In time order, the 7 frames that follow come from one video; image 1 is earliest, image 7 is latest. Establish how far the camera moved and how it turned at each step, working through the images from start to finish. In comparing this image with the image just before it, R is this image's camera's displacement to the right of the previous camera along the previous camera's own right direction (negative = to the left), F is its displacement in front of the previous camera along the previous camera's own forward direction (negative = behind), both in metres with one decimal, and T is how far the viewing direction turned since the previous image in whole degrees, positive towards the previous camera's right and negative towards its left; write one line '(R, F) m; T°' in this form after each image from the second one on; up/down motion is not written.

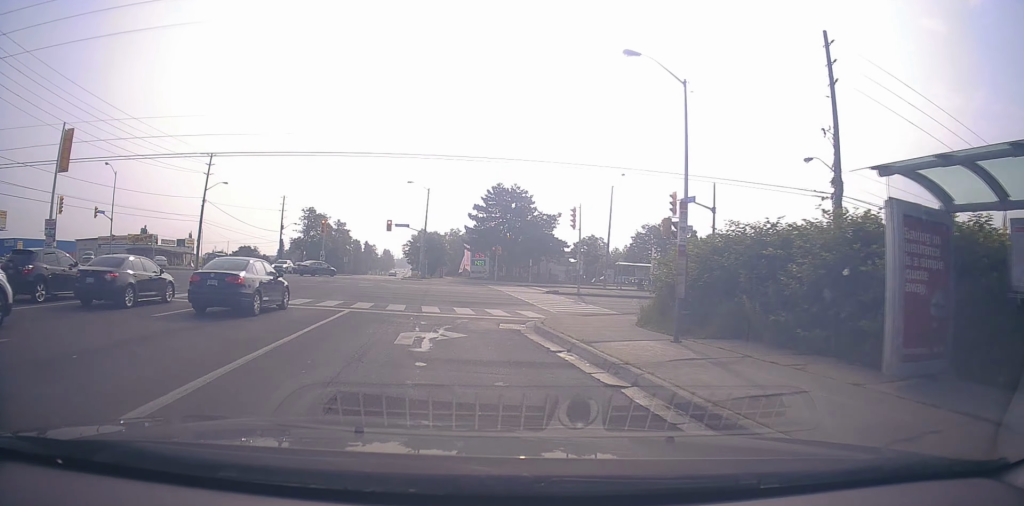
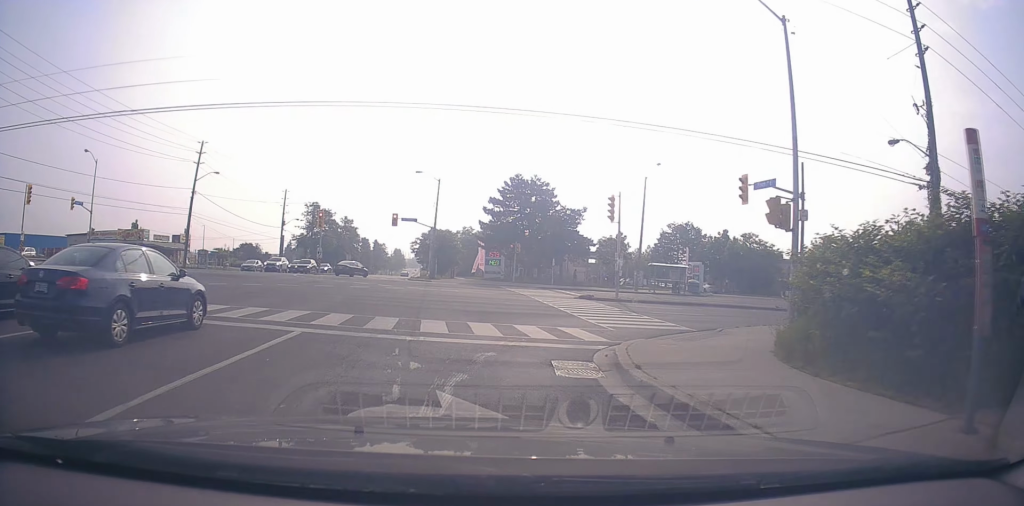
(-0.2, +6.3) m; 0°
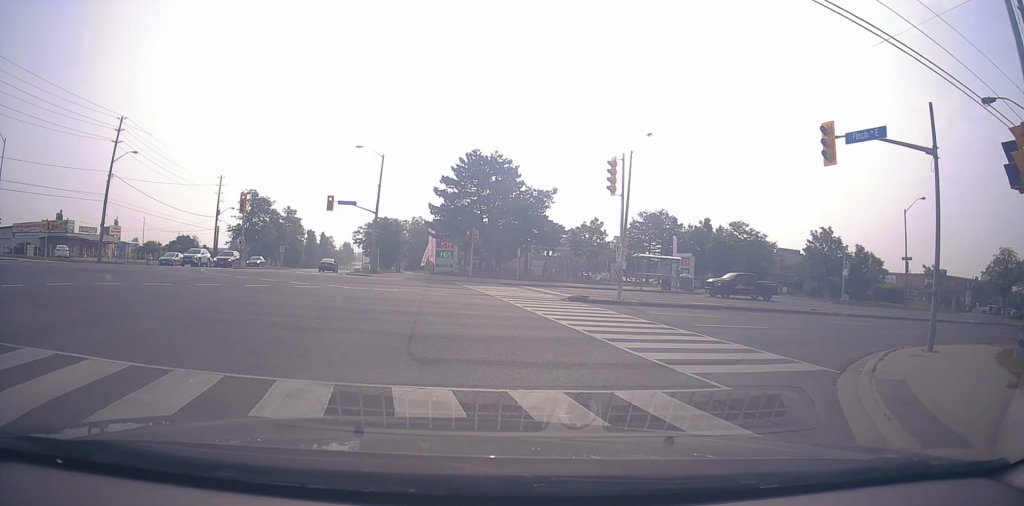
(+0.4, +9.3) m; +10°
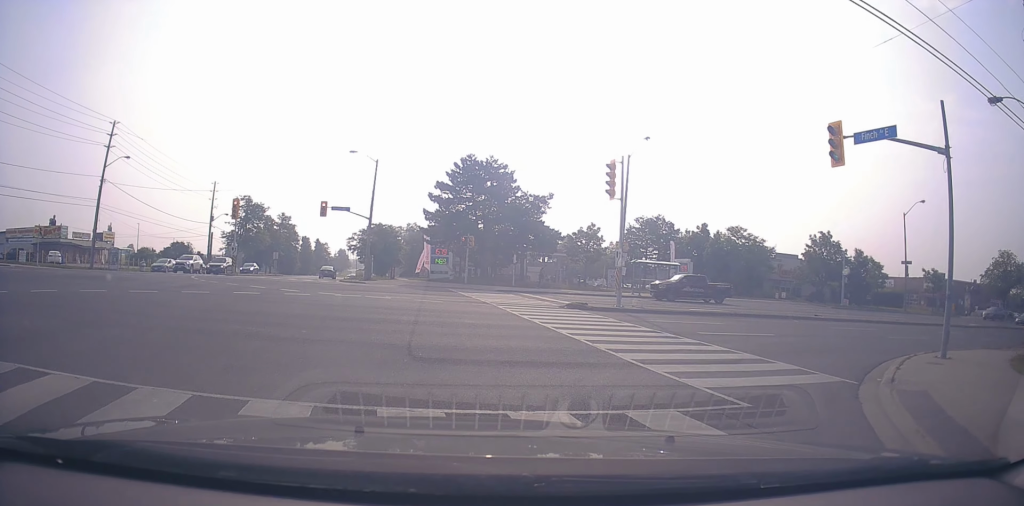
(0.0, +1.0) m; 0°
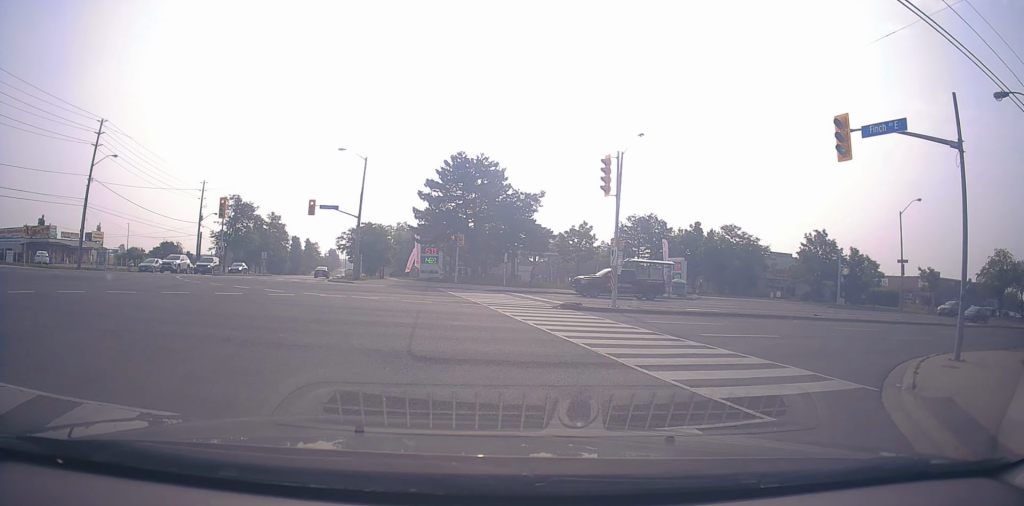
(0.0, +1.1) m; +1°
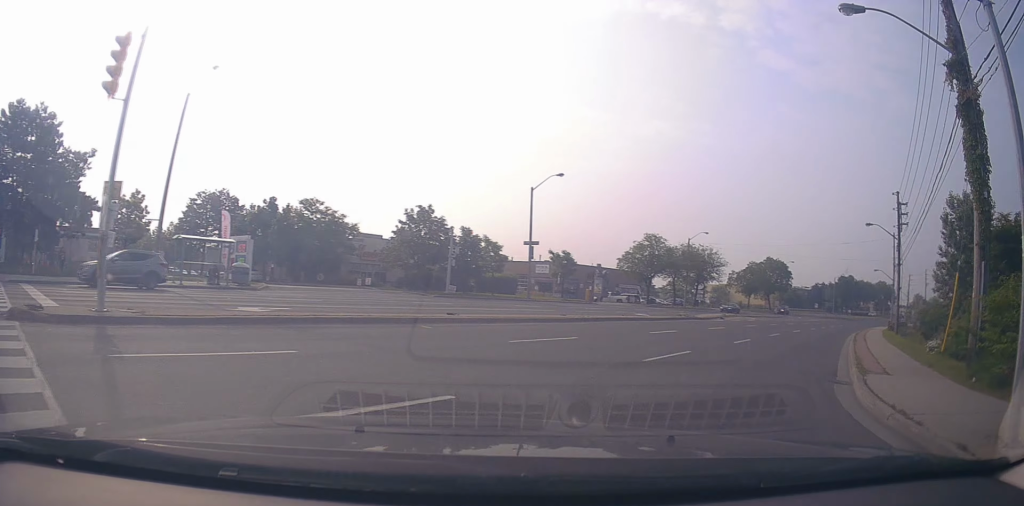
(+3.9, +8.7) m; +47°
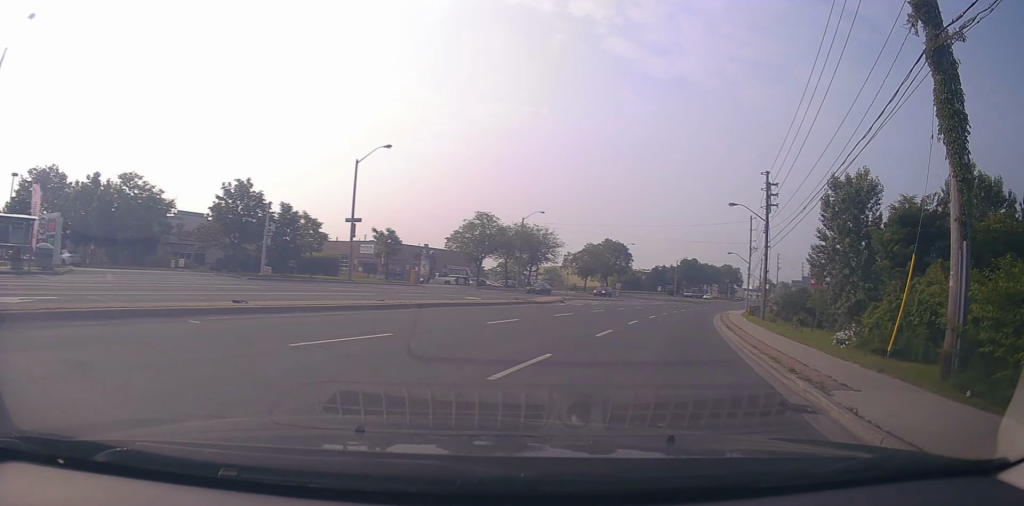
(+0.1, +3.8) m; +13°
